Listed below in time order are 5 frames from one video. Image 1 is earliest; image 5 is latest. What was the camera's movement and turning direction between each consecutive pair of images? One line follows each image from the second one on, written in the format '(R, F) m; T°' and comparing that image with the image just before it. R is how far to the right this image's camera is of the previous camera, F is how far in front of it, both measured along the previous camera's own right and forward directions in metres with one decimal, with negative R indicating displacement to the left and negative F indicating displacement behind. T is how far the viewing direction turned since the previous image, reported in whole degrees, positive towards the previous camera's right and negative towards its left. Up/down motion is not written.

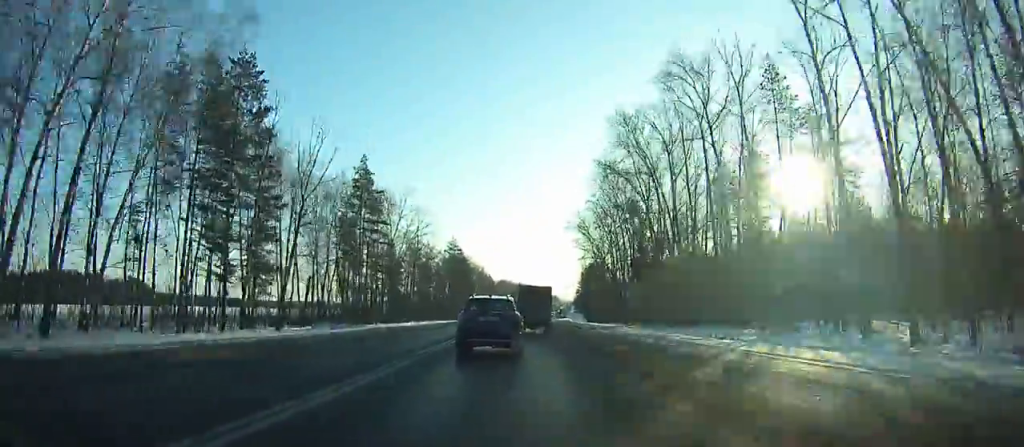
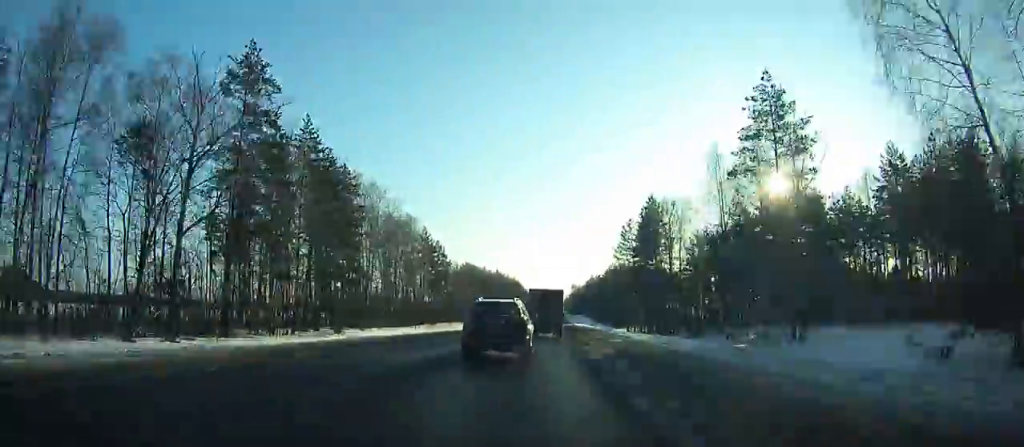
(+0.9, +120.0) m; +2°
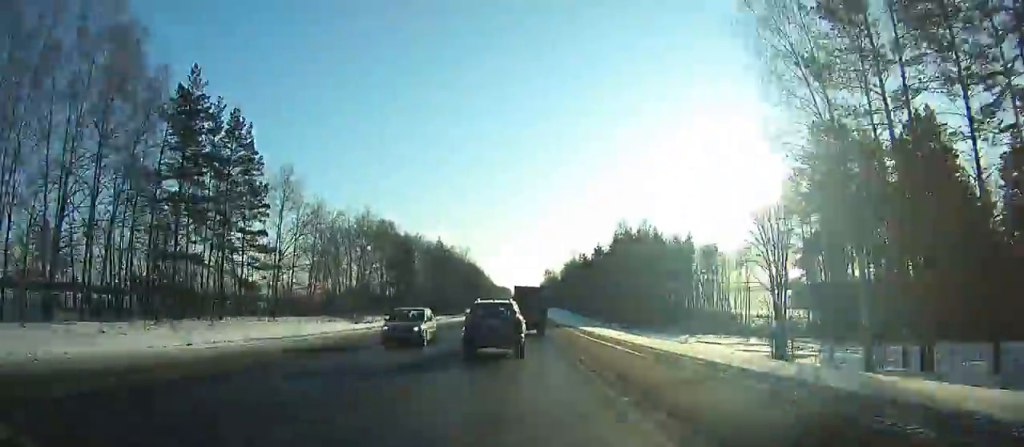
(+3.1, +86.7) m; +2°
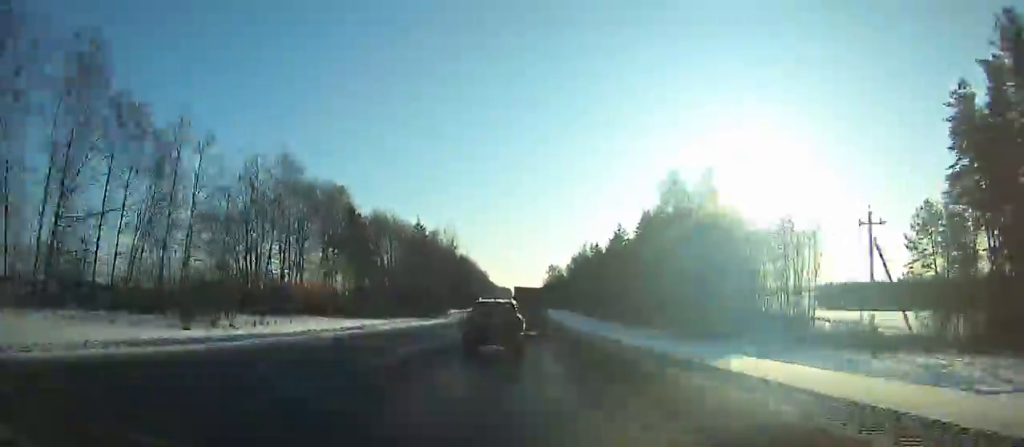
(+0.3, +38.2) m; 0°
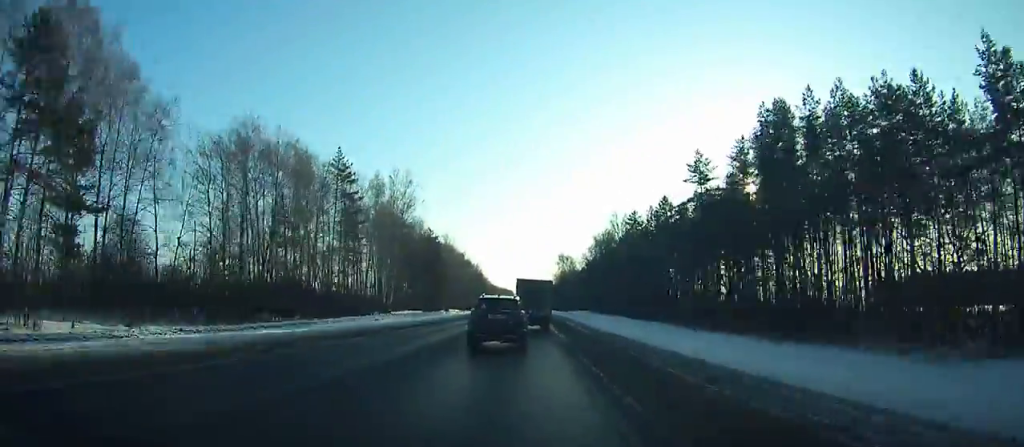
(-0.5, +64.2) m; 0°
